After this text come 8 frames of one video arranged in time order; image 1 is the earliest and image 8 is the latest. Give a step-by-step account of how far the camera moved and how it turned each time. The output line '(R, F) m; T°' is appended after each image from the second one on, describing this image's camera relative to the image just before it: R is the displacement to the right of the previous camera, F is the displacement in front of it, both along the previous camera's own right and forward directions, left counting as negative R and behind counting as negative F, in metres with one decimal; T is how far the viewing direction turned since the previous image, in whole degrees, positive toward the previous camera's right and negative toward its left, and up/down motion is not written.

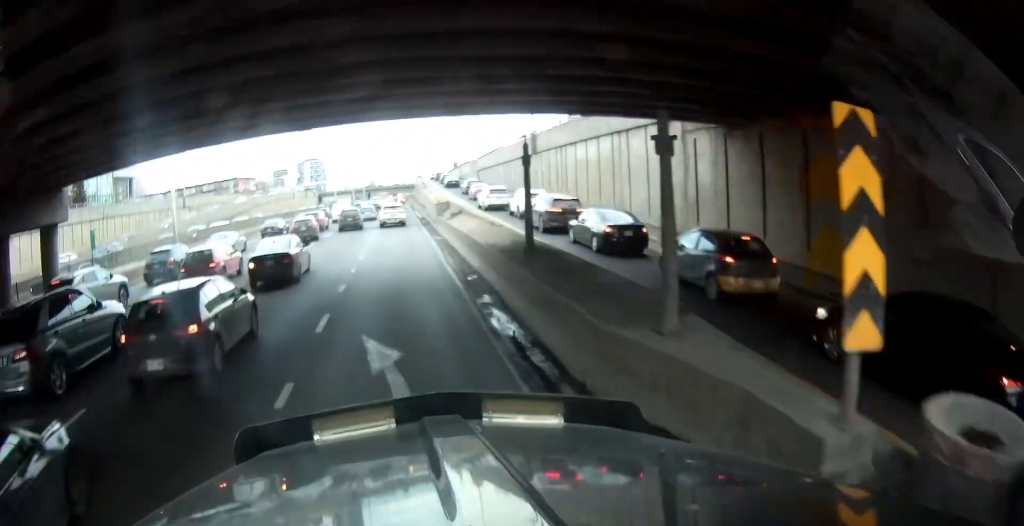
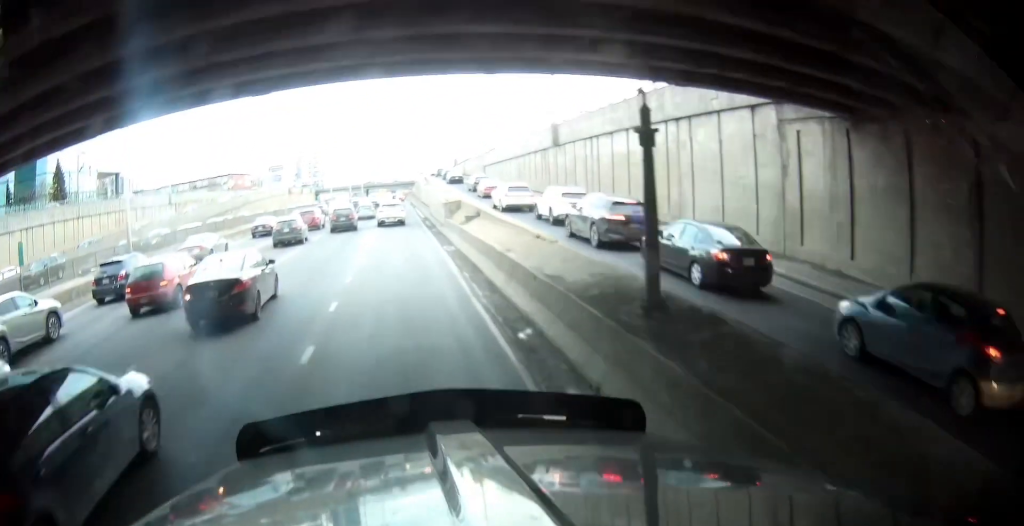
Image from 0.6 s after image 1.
(0.0, +6.4) m; 0°
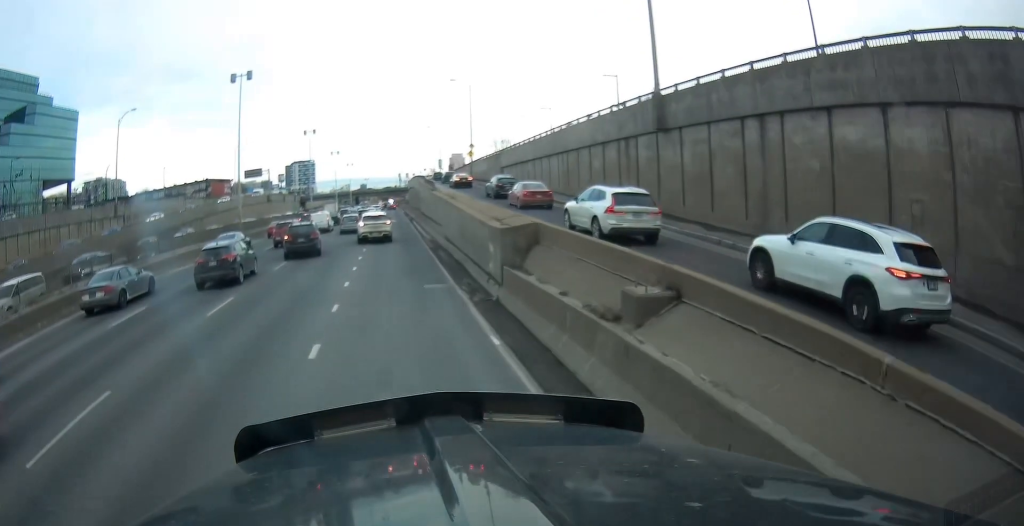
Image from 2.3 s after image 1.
(+0.7, +19.2) m; +4°
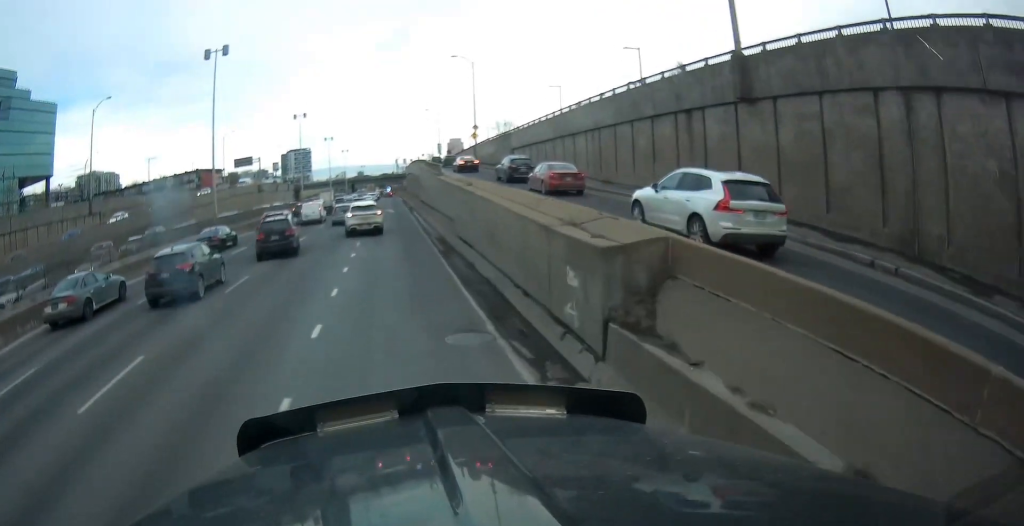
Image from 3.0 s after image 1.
(0.0, +7.5) m; 0°
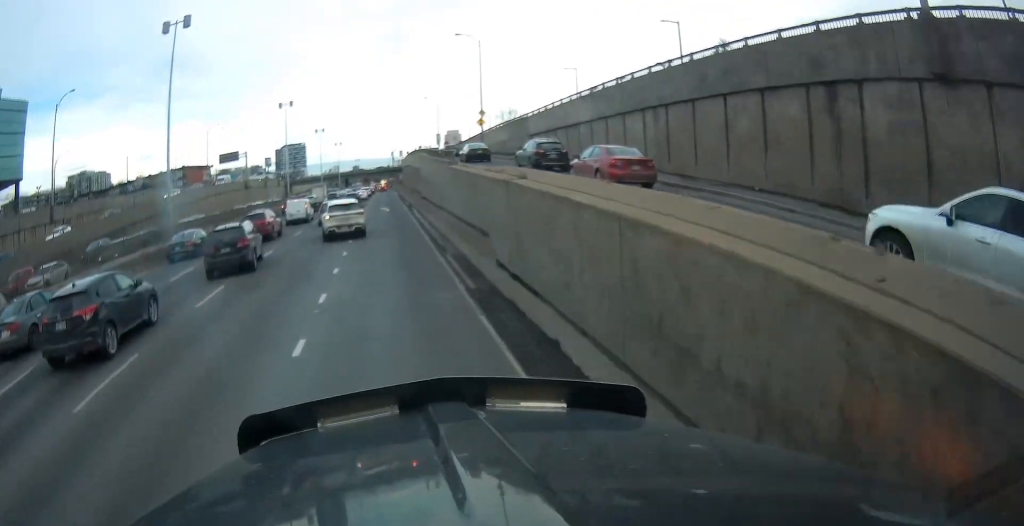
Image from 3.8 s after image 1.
(0.0, +9.5) m; 0°
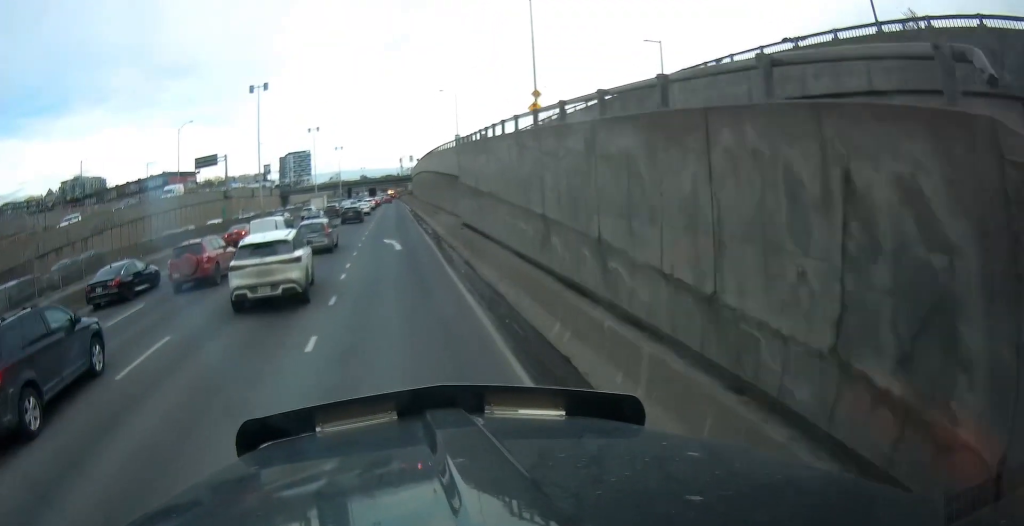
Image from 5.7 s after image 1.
(-0.3, +22.1) m; -1°
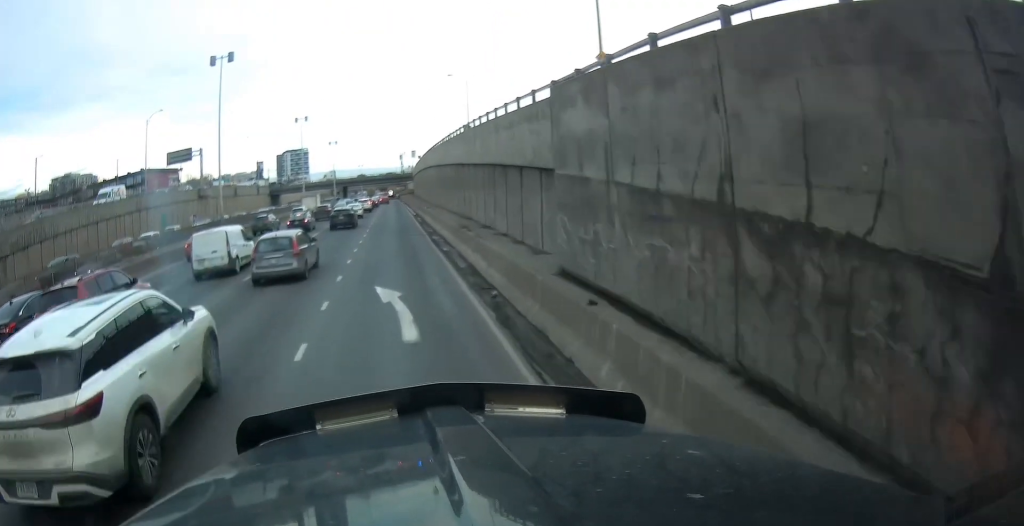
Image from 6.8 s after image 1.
(+0.1, +14.1) m; +1°
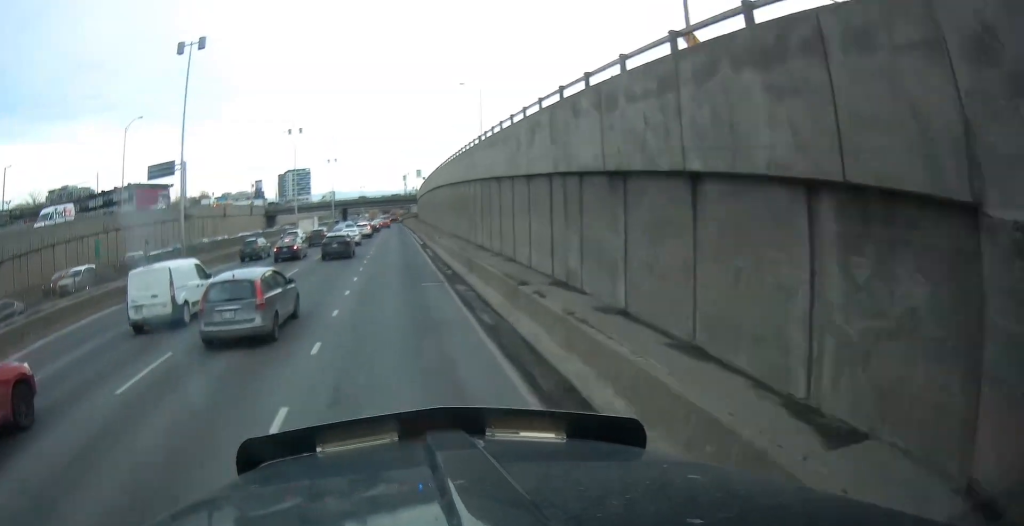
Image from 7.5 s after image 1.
(+0.1, +9.9) m; +1°
